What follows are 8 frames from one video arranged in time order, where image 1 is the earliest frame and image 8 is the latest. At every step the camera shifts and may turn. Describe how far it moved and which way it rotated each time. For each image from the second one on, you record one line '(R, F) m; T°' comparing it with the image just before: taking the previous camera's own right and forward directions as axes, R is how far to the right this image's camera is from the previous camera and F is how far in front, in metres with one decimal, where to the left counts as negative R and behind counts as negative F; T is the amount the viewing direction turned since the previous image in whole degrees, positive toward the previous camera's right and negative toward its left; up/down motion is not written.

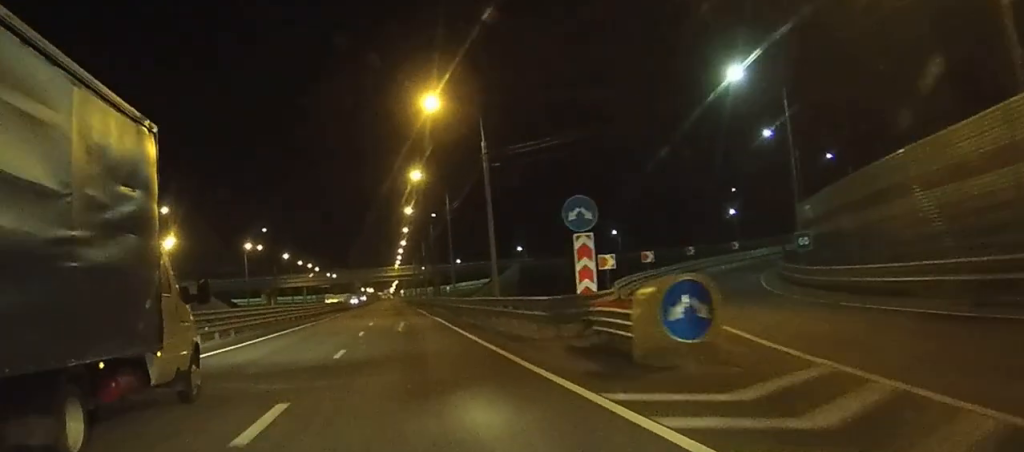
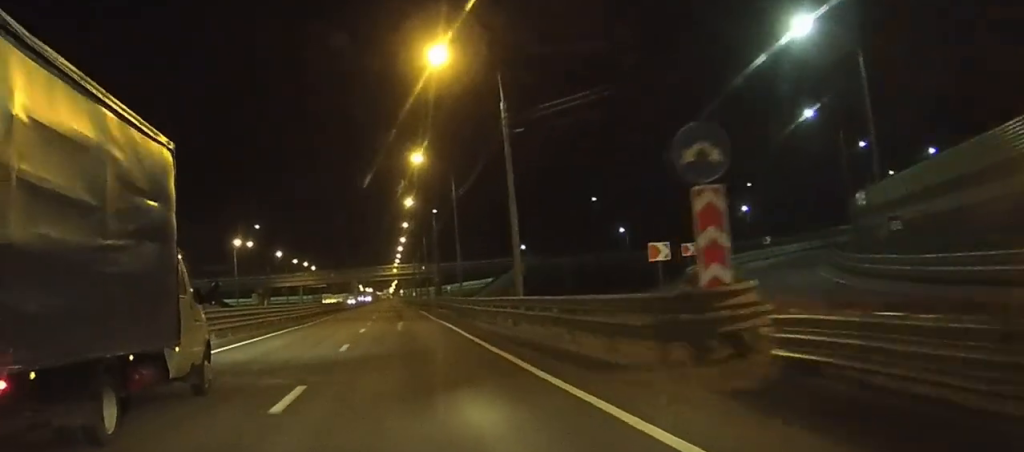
(0.0, +9.6) m; 0°
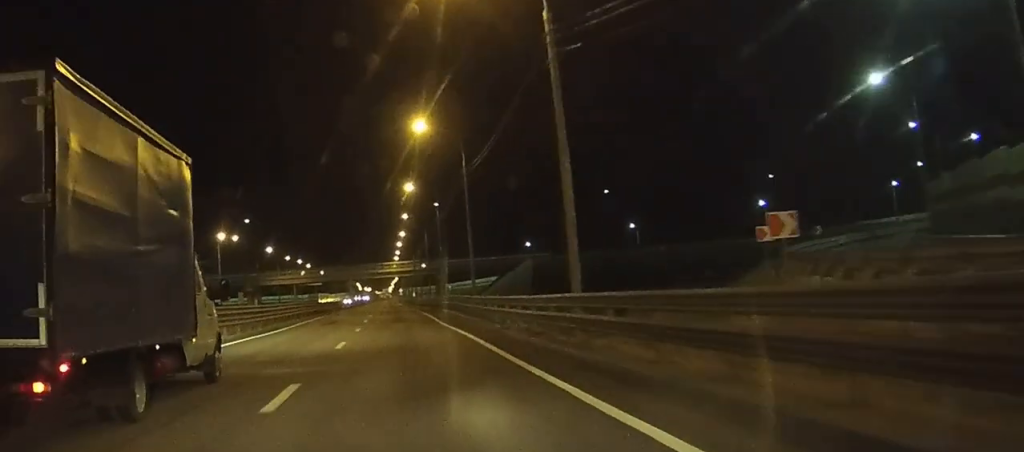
(0.0, +12.4) m; 0°
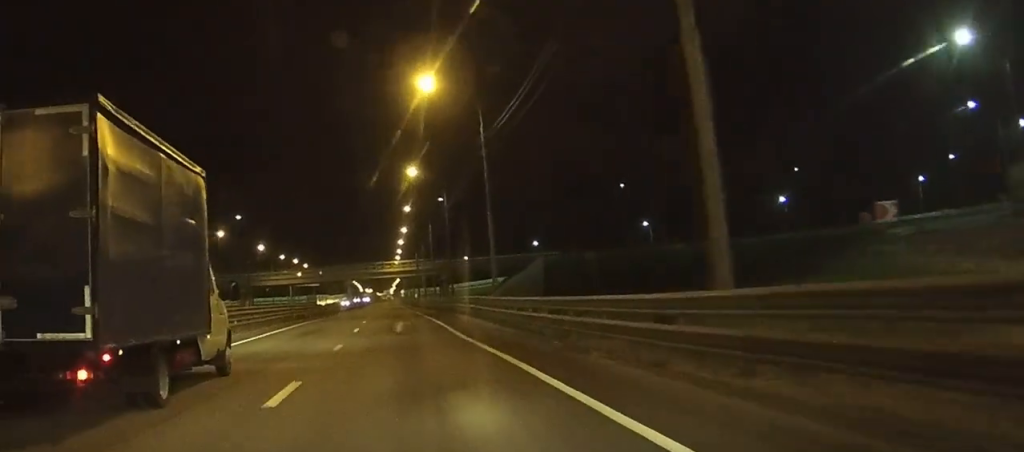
(-0.1, +11.8) m; 0°
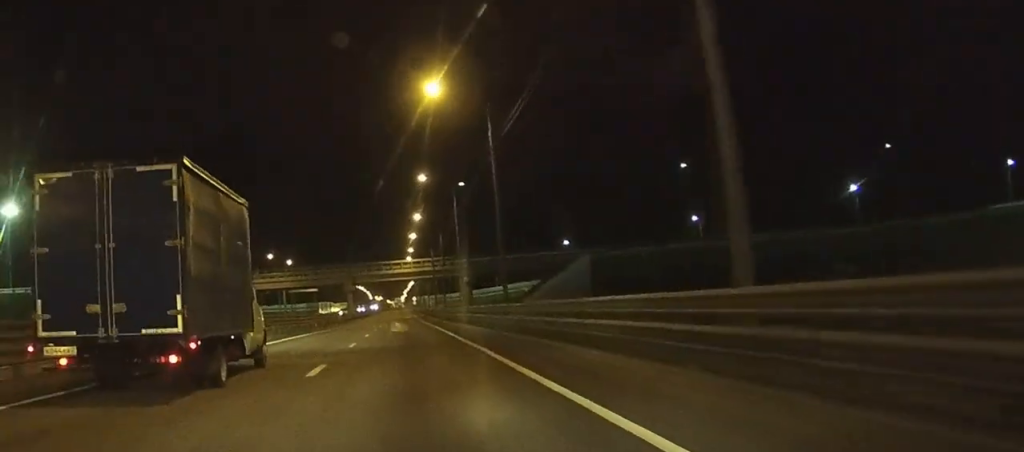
(-0.1, +31.3) m; 0°
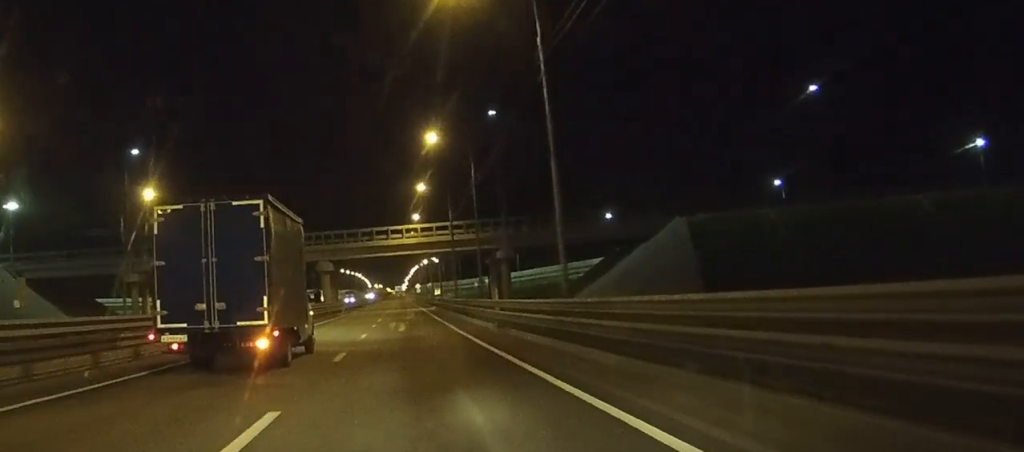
(-0.4, +44.6) m; -1°
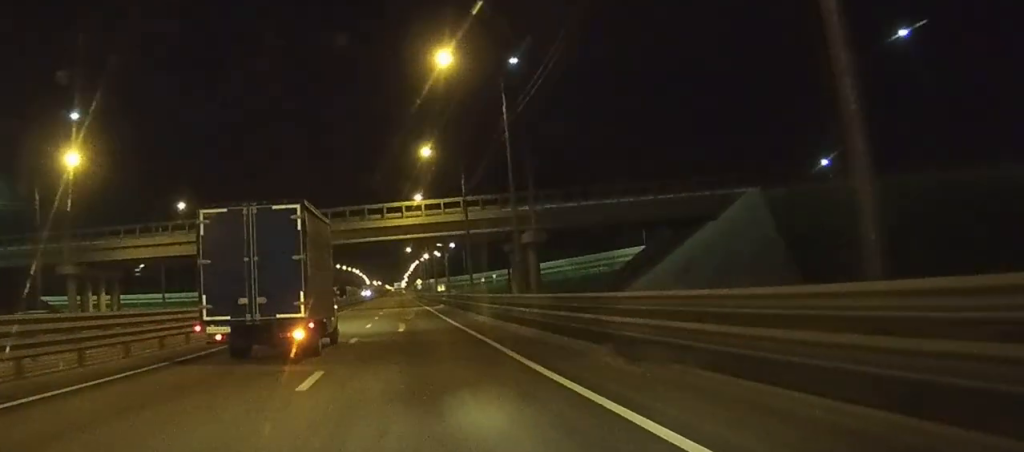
(0.0, +18.8) m; 0°
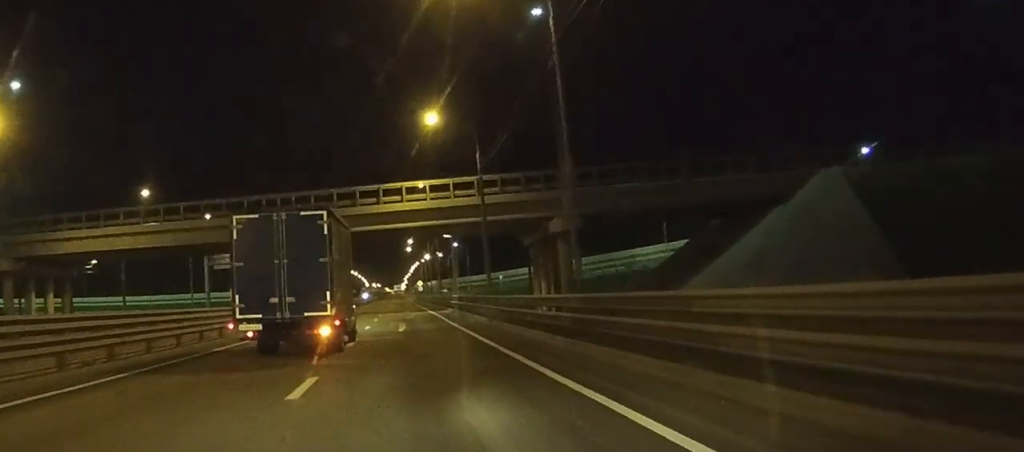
(0.0, +13.2) m; 0°
